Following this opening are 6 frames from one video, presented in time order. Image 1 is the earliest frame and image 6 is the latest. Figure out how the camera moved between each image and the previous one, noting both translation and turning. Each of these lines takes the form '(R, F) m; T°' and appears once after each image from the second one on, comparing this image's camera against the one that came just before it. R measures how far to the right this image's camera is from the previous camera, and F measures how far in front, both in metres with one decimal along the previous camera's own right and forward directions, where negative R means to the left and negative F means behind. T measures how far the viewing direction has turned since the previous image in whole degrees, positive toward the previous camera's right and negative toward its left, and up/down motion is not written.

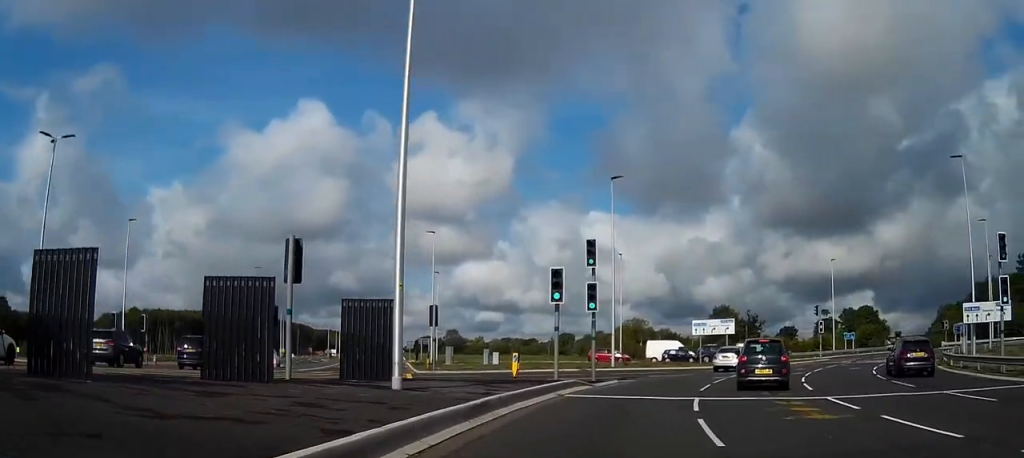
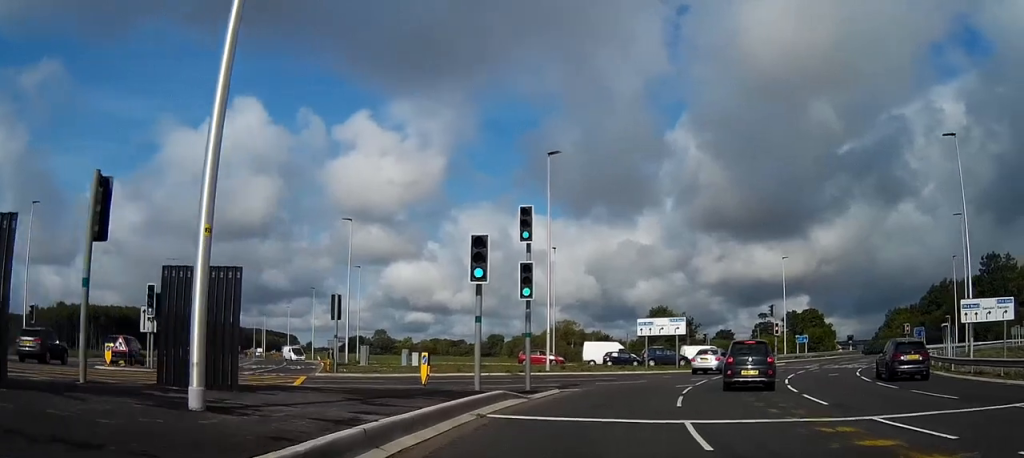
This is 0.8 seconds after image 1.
(+0.2, +7.0) m; +4°
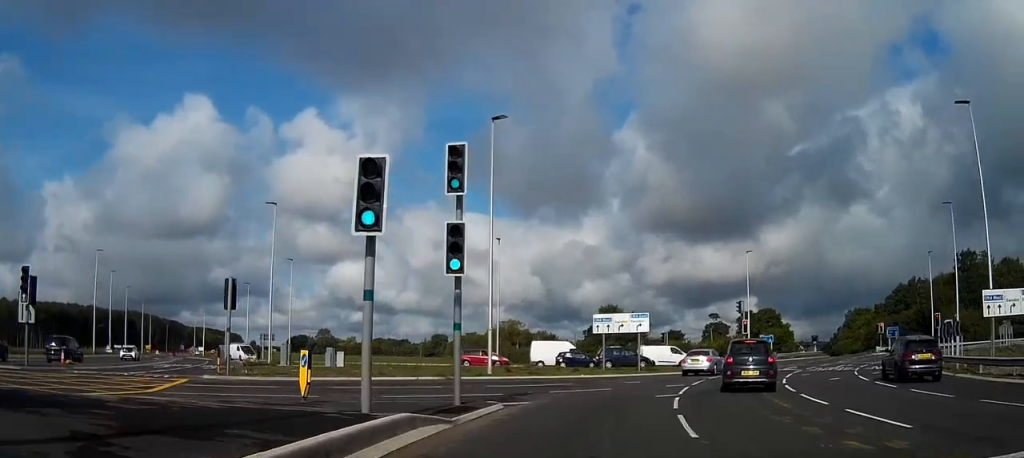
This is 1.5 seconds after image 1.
(+0.2, +6.8) m; +3°
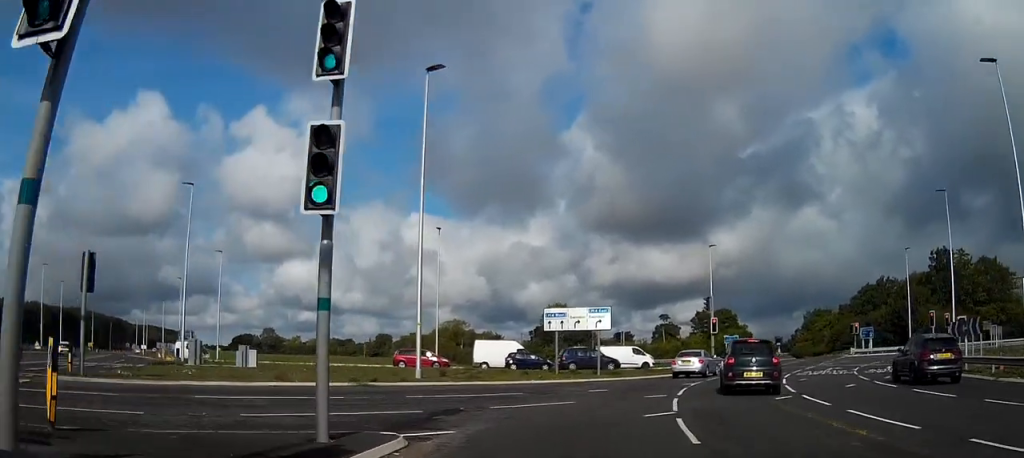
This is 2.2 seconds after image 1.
(+0.2, +6.9) m; +3°
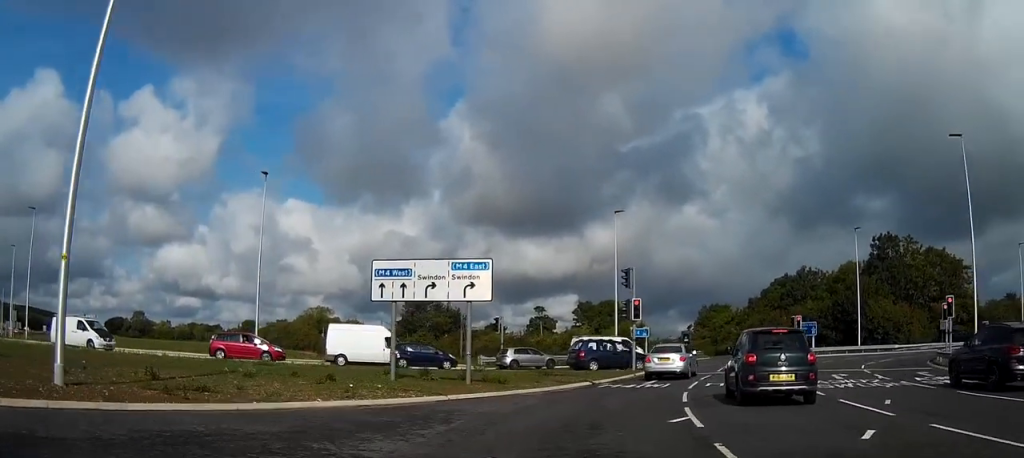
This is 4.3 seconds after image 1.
(+1.1, +17.2) m; +6°
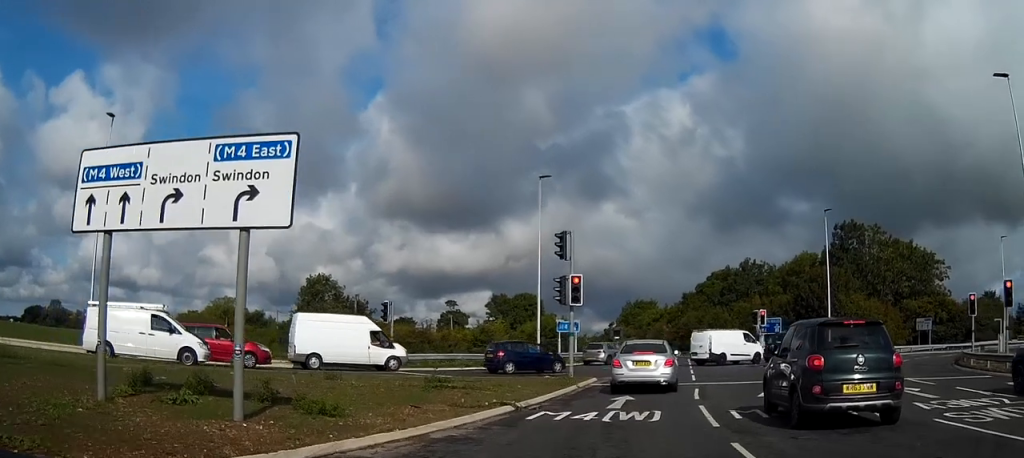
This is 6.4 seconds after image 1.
(+1.0, +11.9) m; +10°
